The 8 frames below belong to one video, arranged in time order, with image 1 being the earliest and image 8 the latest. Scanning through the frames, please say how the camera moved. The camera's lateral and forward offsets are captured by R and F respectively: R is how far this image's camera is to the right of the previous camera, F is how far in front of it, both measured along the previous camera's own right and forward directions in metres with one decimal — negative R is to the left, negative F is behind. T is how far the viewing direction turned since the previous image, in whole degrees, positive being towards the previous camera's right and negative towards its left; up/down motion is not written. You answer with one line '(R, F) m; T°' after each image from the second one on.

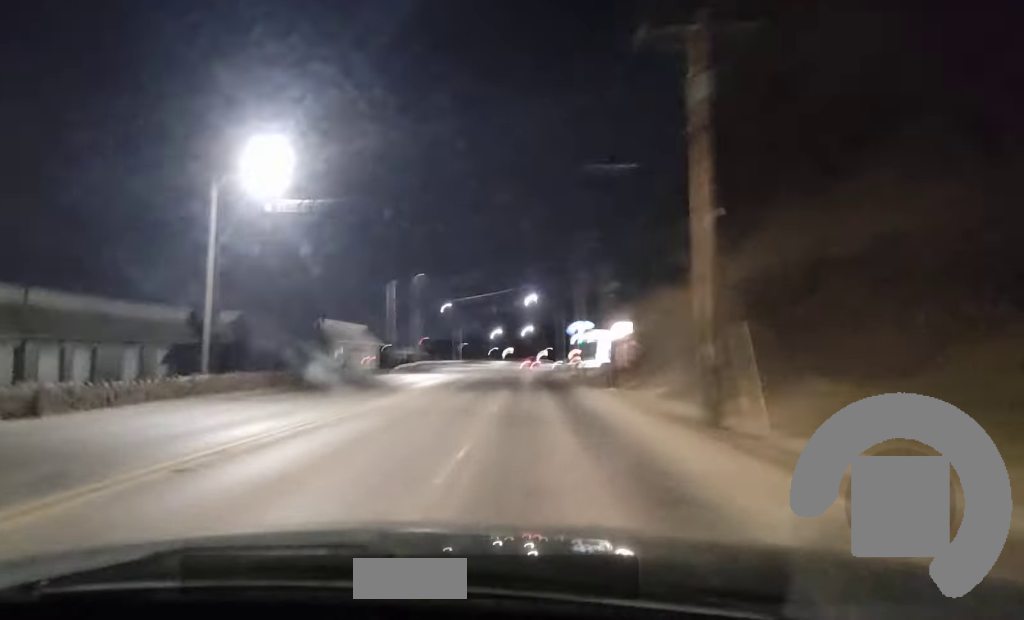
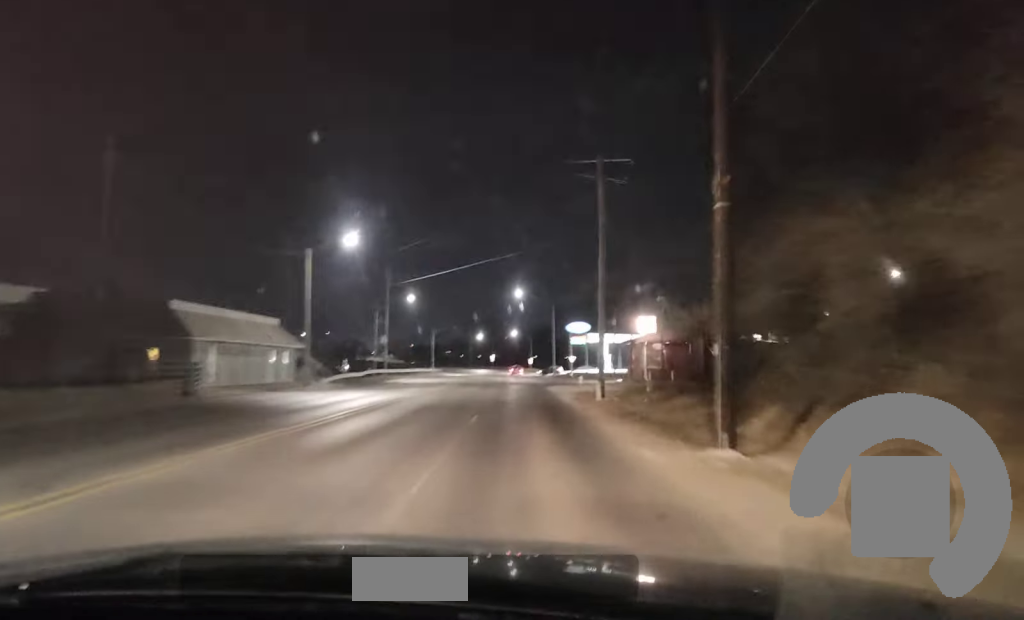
(-0.4, +26.8) m; -1°
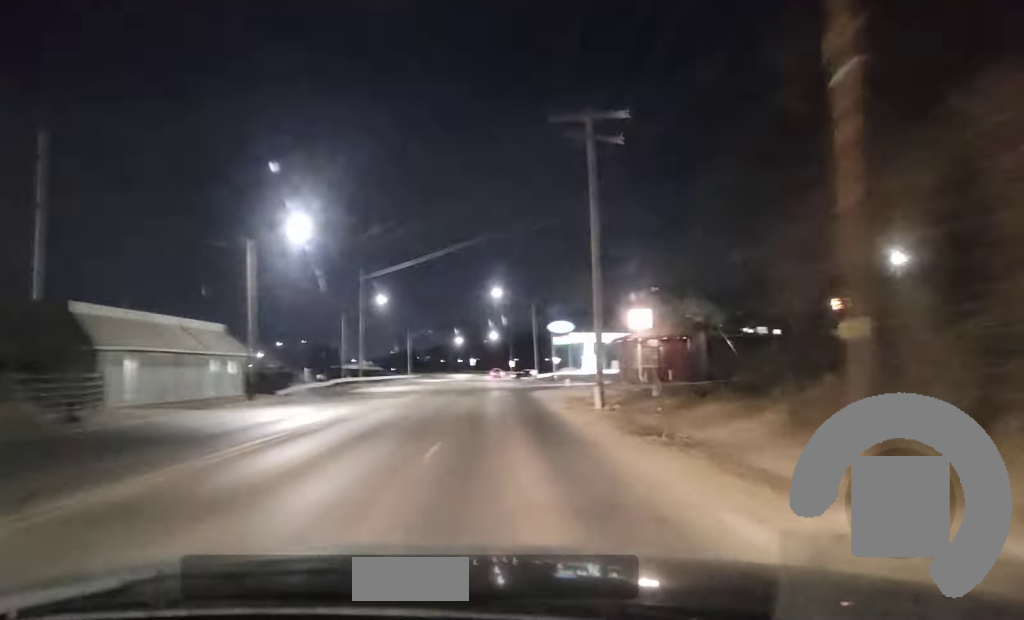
(+0.2, +8.2) m; 0°
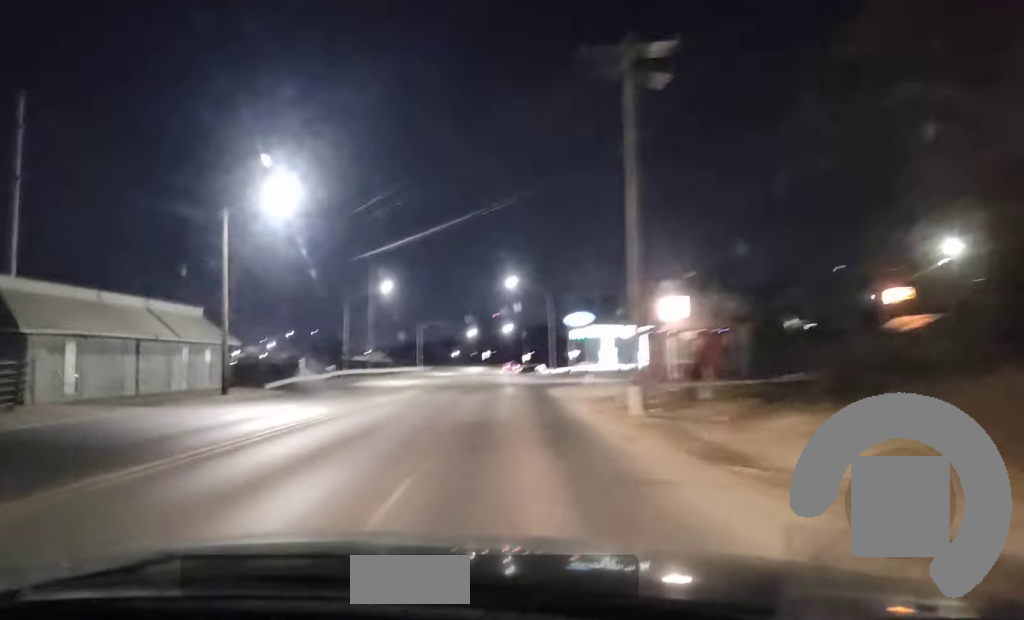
(-0.3, +6.1) m; -1°
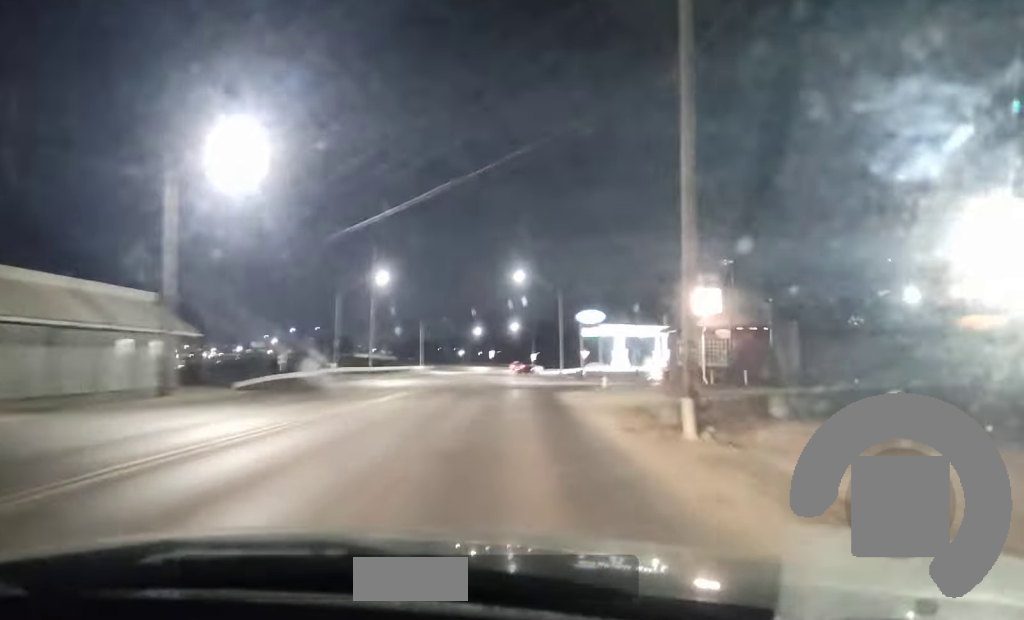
(-0.2, +7.4) m; 0°
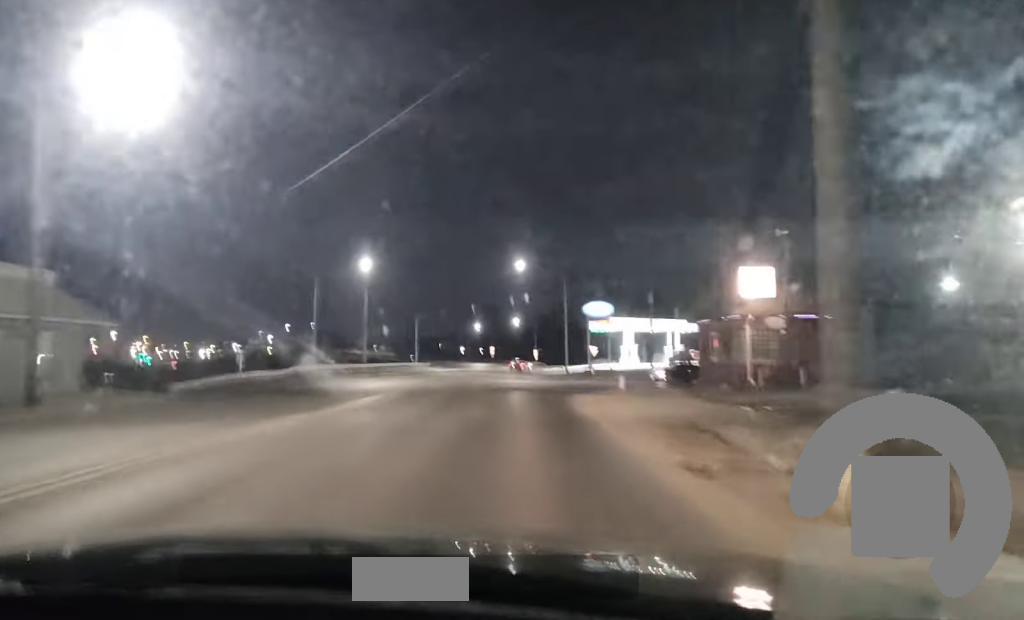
(+0.1, +8.1) m; +2°
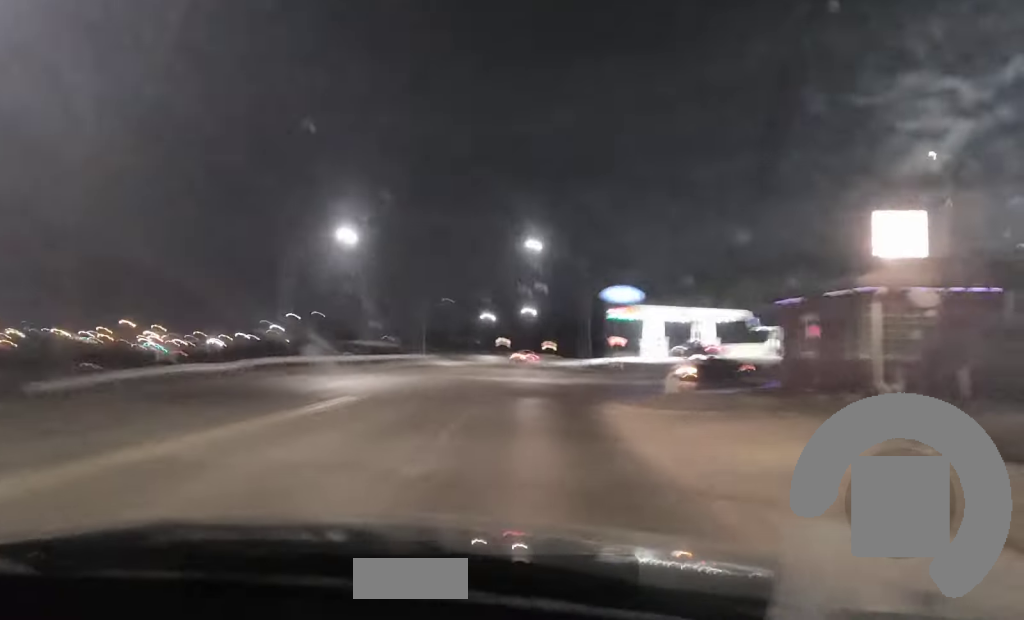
(+0.3, +12.0) m; +2°
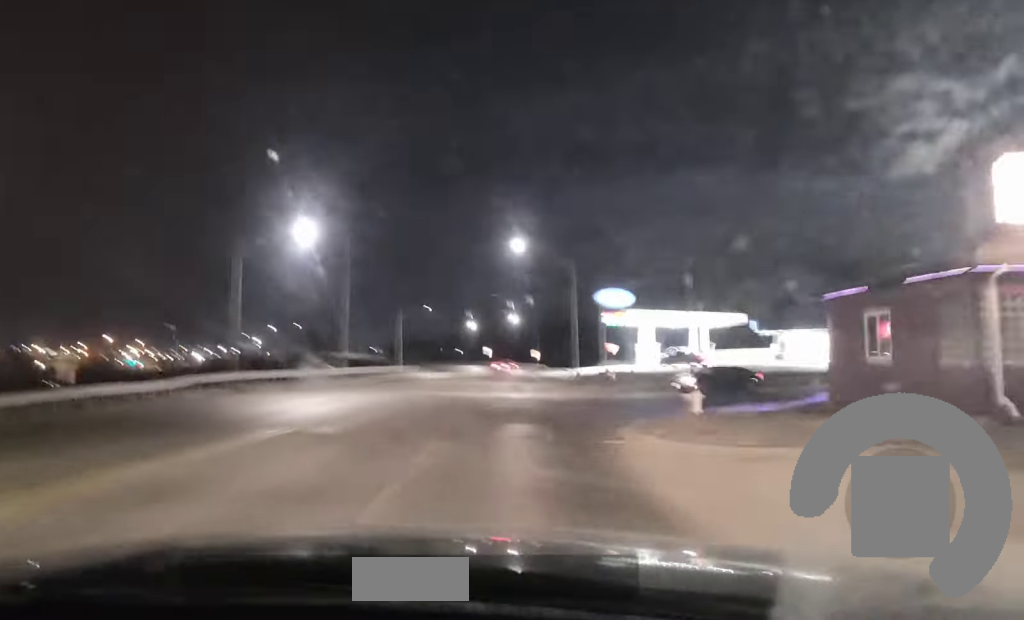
(+0.1, +7.4) m; 0°
